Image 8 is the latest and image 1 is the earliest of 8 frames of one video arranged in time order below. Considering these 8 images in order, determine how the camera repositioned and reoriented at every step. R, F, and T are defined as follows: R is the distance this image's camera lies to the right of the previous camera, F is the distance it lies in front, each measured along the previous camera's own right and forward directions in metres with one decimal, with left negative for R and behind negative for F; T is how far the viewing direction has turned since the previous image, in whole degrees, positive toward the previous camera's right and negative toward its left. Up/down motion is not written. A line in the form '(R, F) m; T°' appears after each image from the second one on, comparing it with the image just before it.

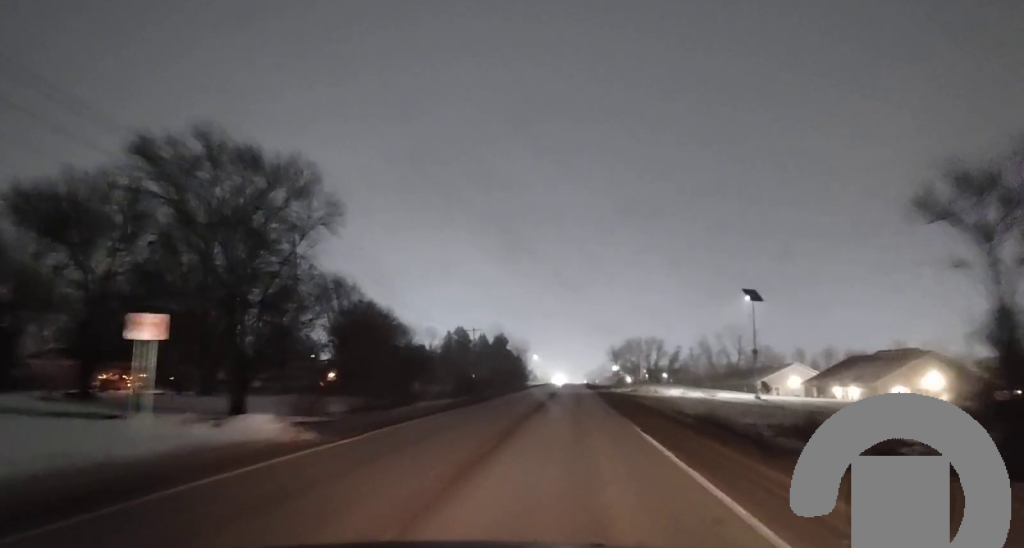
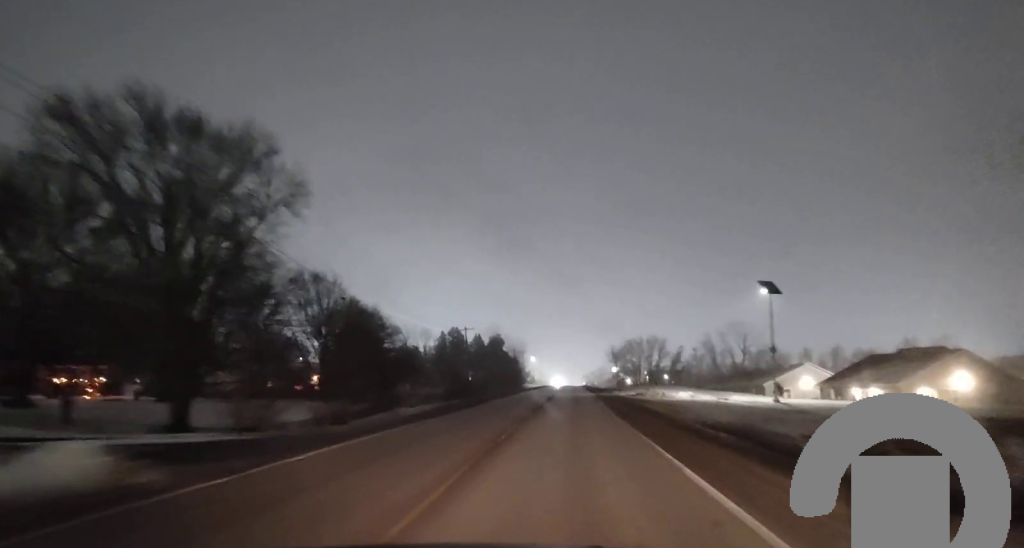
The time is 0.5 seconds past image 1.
(+0.2, +8.5) m; -1°
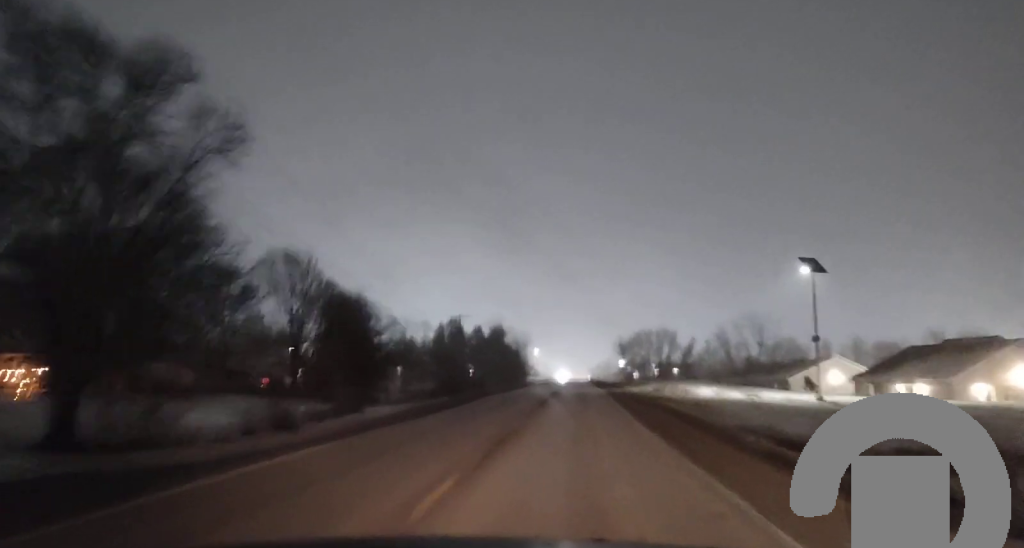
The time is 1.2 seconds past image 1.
(-0.3, +11.3) m; -1°
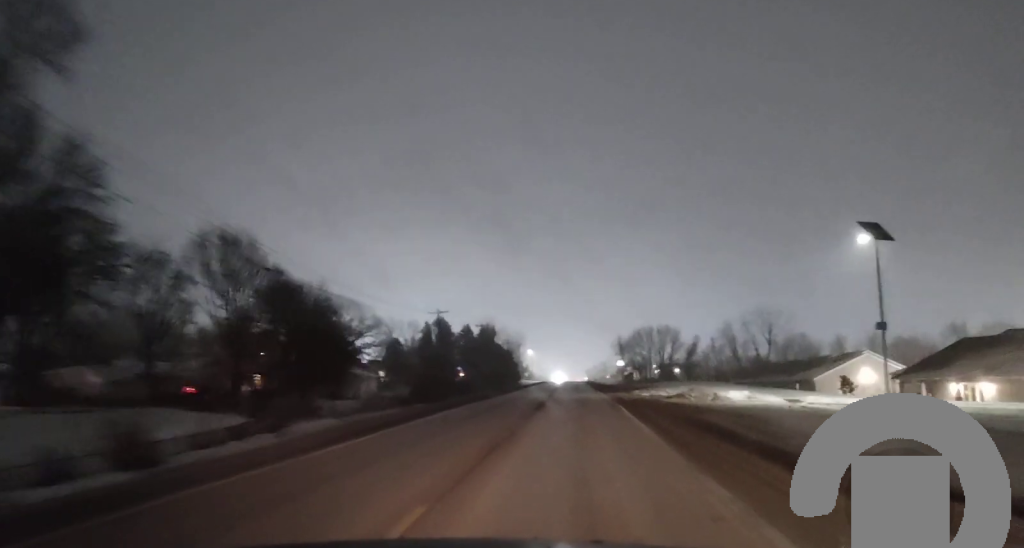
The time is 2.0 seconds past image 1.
(-0.1, +14.2) m; 0°
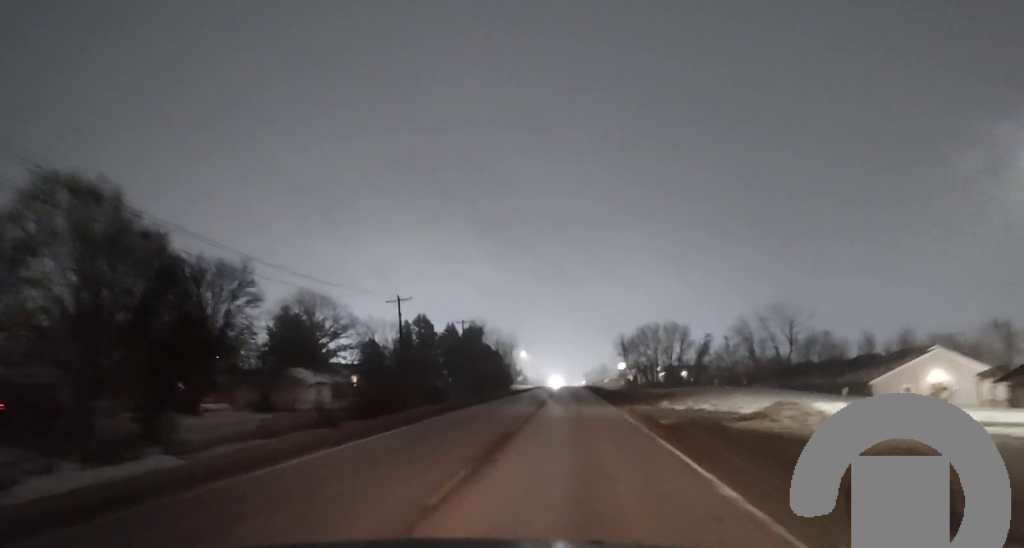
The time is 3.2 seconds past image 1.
(+0.2, +21.3) m; +1°
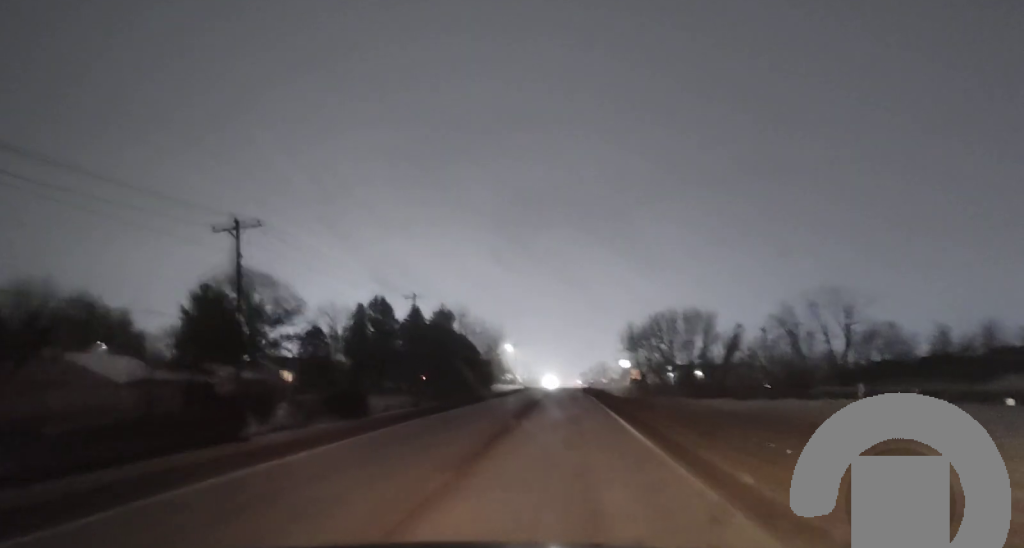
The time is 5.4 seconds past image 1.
(0.0, +35.8) m; 0°
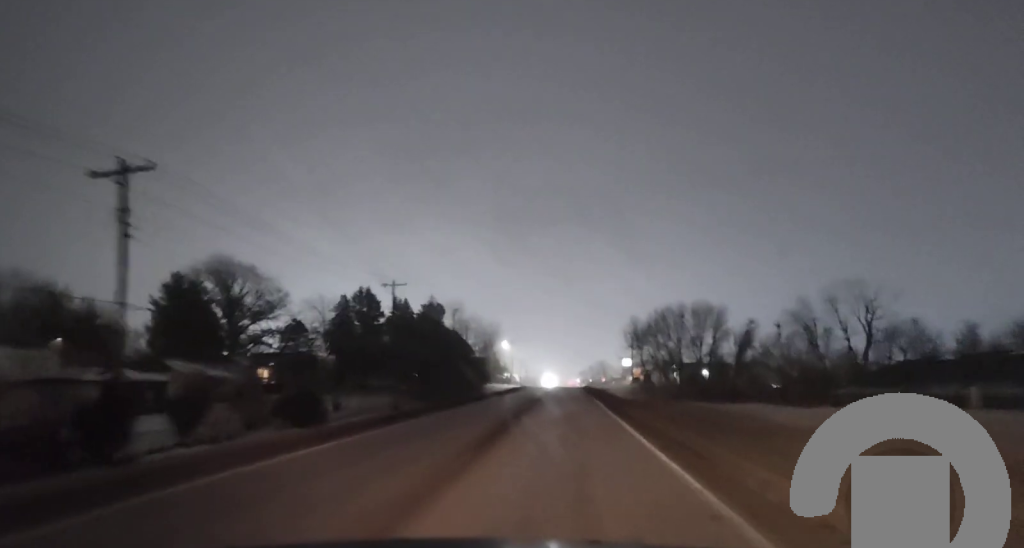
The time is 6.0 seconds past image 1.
(0.0, +9.6) m; 0°
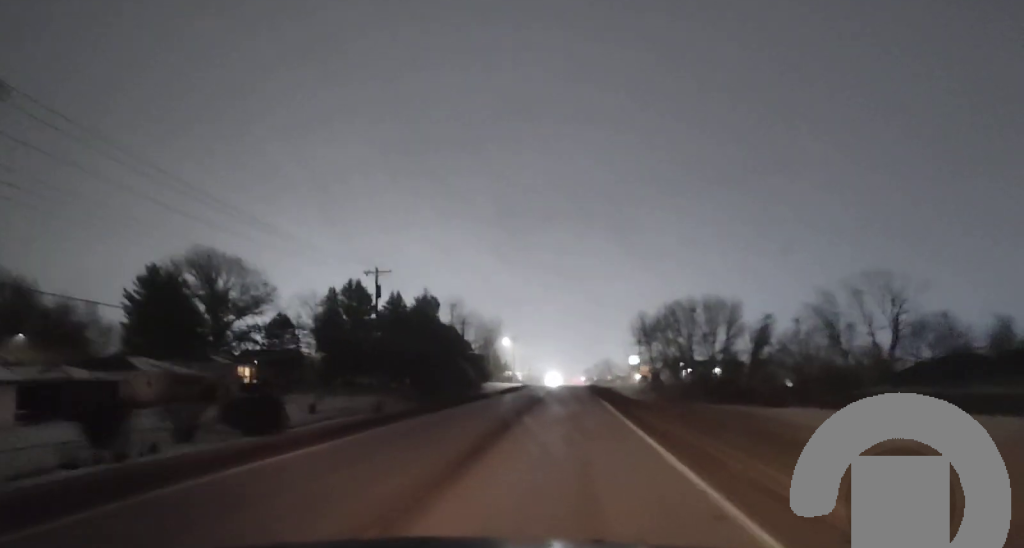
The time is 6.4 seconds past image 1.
(0.0, +7.5) m; 0°
